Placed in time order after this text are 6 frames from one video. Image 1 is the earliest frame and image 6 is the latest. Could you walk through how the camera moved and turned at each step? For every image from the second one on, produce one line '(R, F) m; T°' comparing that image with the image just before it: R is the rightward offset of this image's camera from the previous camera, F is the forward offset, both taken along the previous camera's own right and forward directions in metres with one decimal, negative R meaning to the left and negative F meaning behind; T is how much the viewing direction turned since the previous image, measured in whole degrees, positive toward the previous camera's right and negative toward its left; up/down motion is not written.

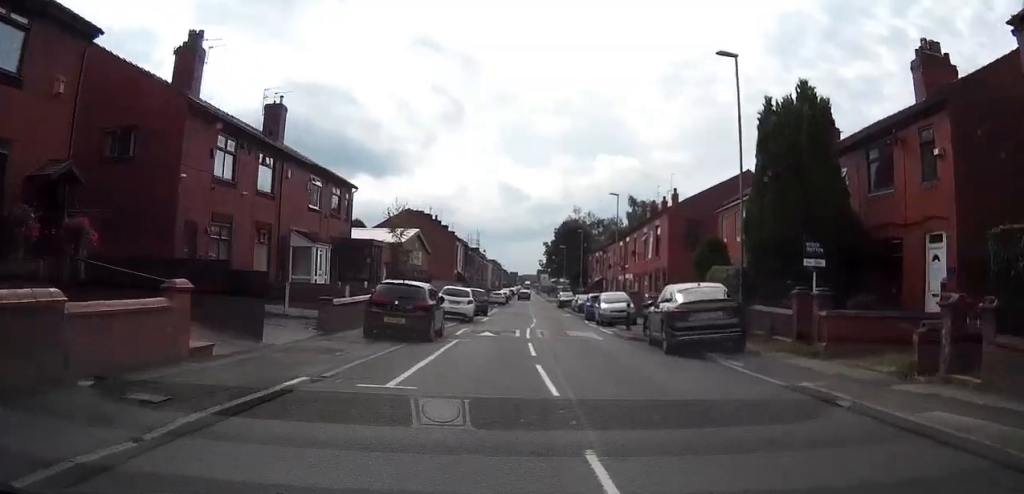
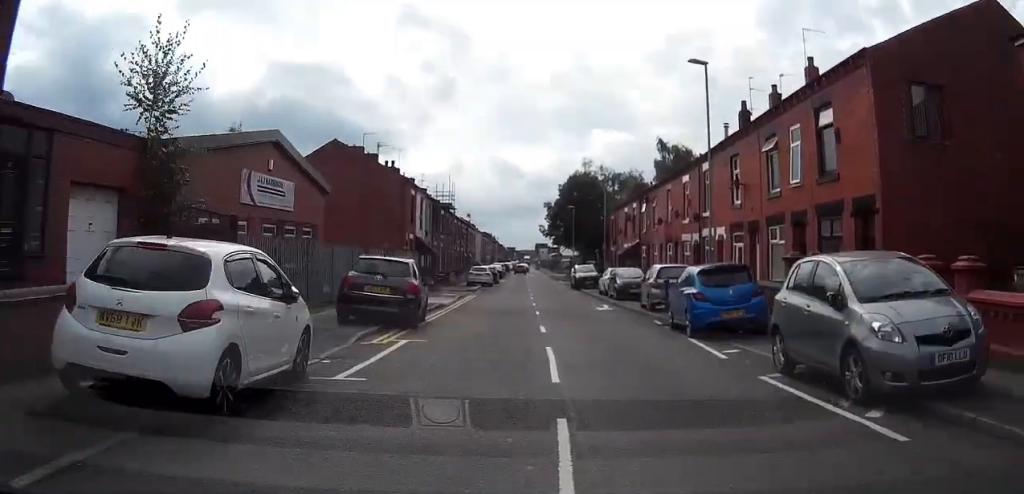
(0.0, +25.6) m; 0°
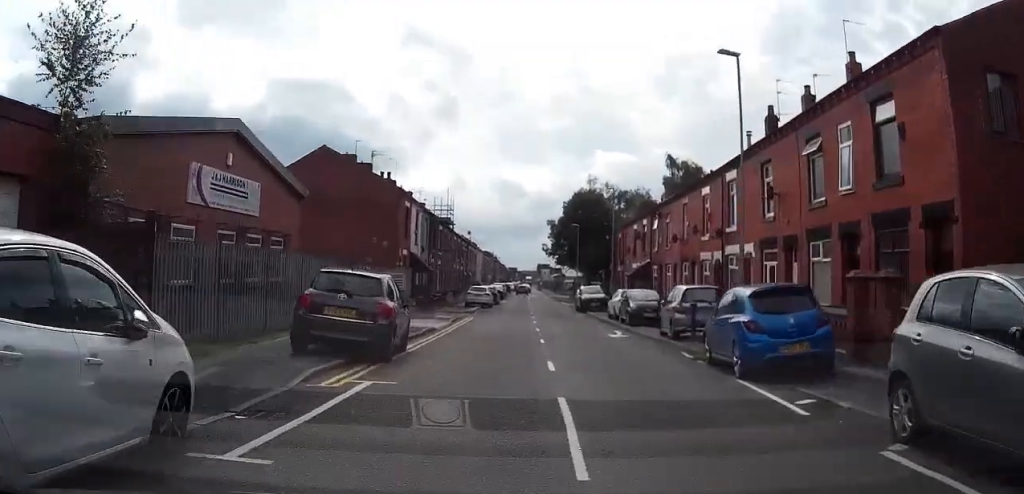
(0.0, +3.4) m; 0°
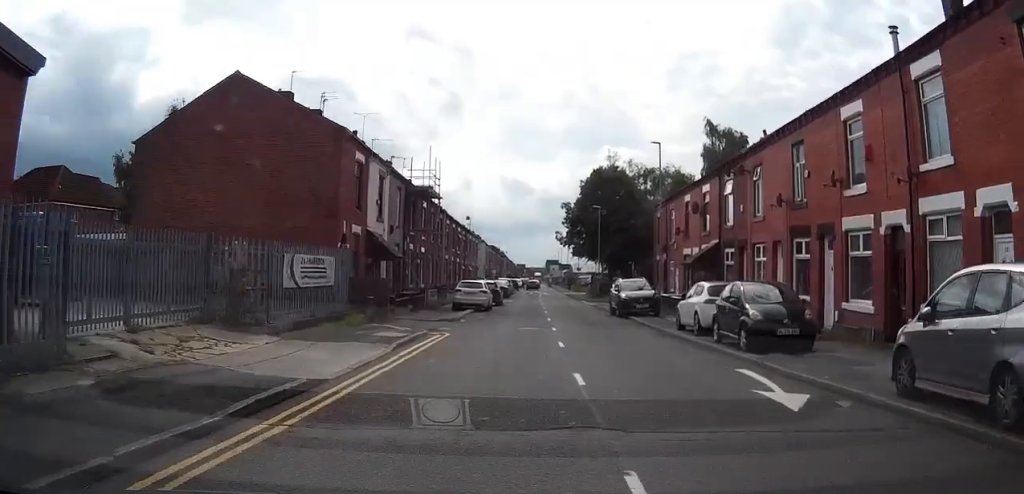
(-0.4, +13.2) m; -6°
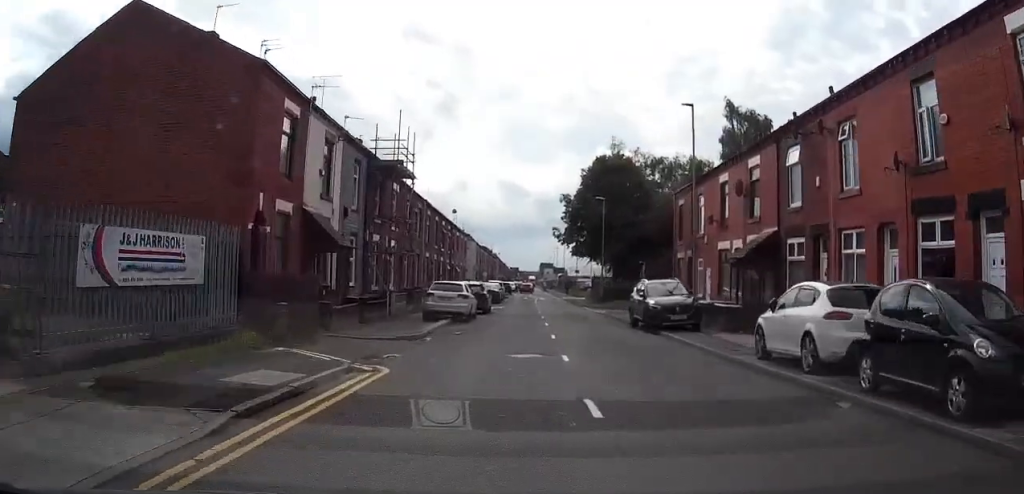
(-0.4, +6.9) m; -2°
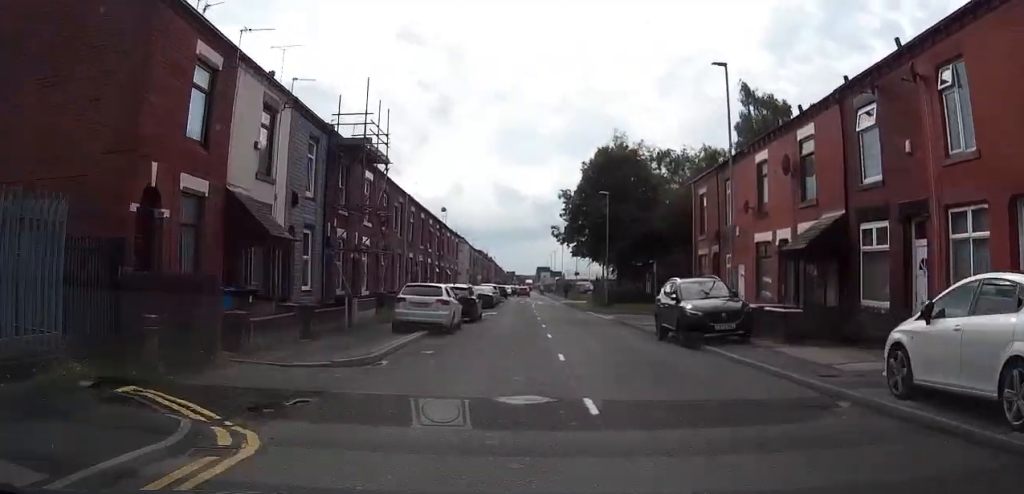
(-0.1, +4.7) m; 0°
